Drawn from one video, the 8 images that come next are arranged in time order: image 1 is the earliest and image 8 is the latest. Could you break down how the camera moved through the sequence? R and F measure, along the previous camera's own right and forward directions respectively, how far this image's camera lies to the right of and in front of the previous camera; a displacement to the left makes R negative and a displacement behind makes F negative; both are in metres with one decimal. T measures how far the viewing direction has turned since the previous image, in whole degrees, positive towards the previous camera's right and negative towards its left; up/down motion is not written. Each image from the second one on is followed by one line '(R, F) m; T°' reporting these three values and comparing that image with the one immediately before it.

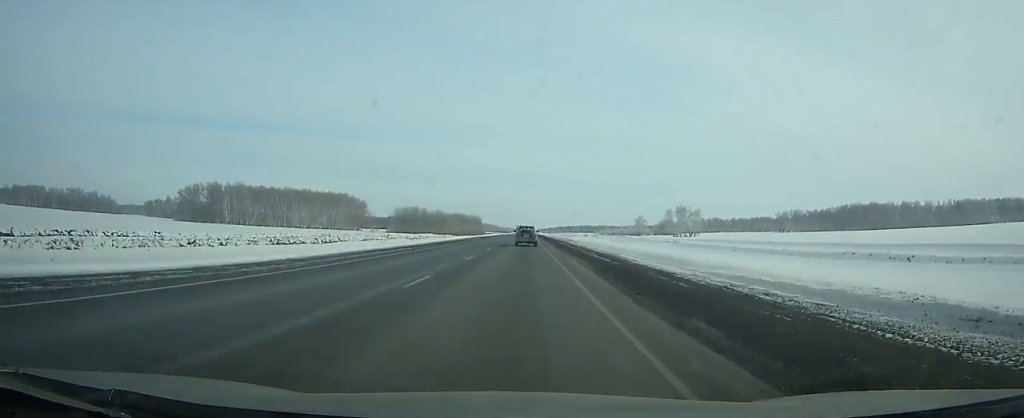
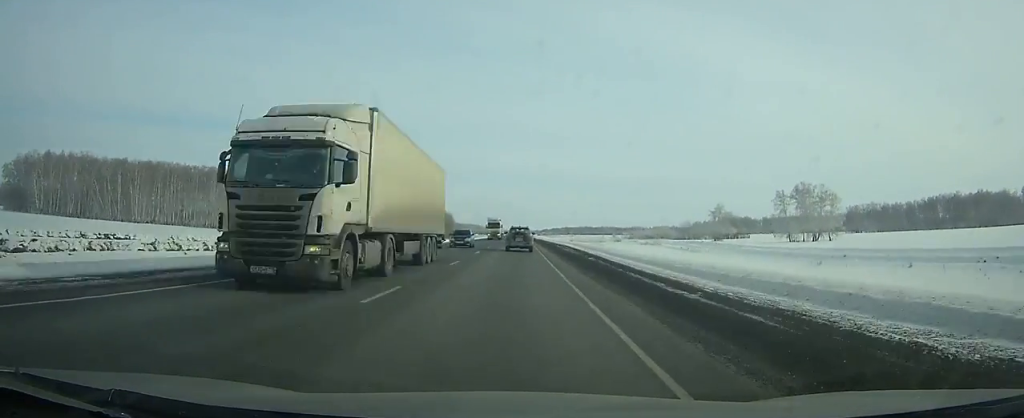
(+0.3, +131.9) m; 0°
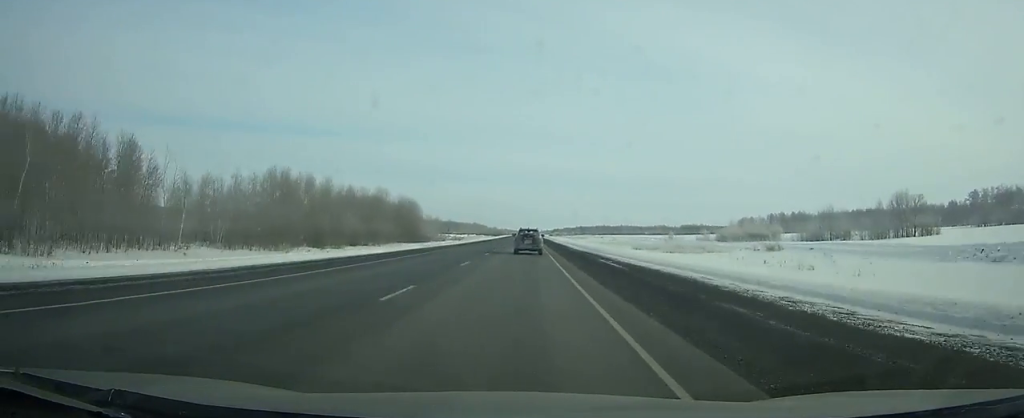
(-0.4, +123.0) m; 0°
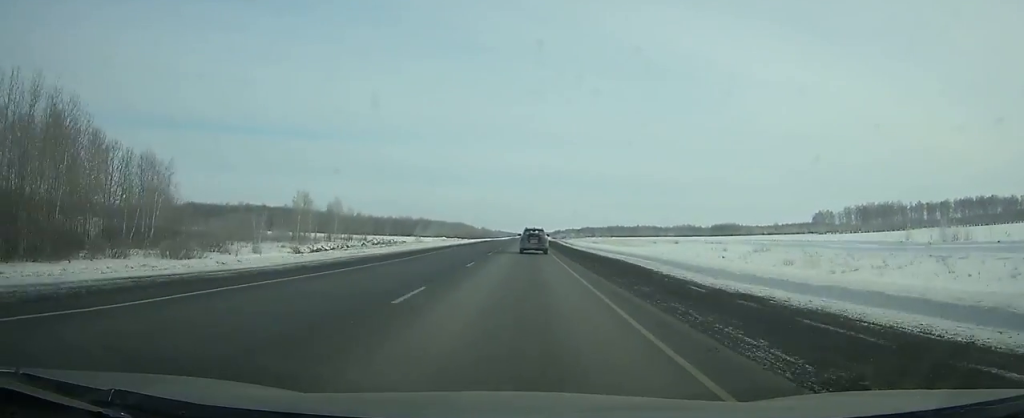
(+0.1, +161.9) m; 0°
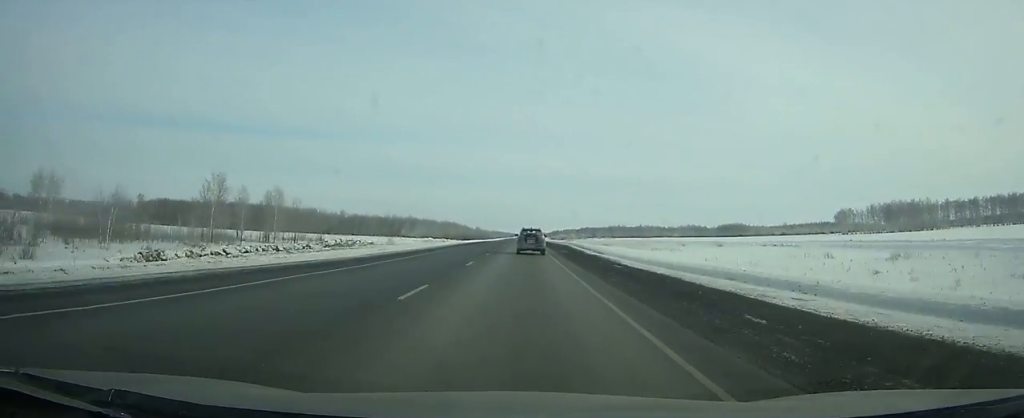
(0.0, +35.3) m; 0°
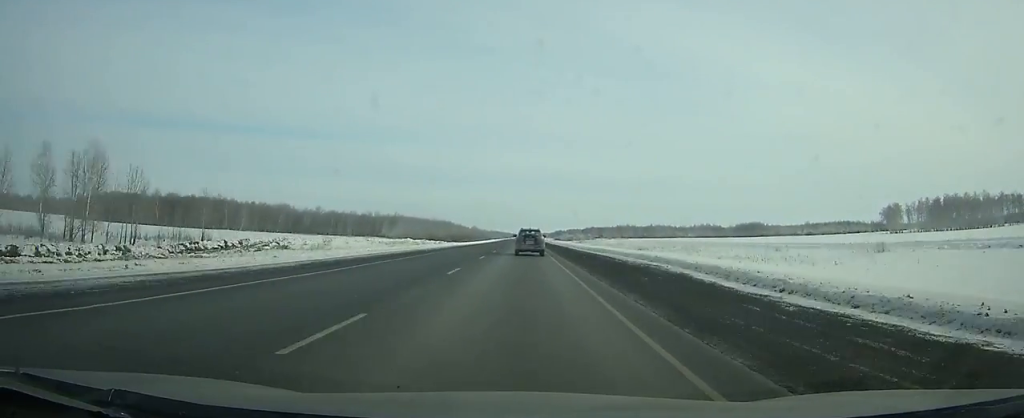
(0.0, +50.7) m; 0°
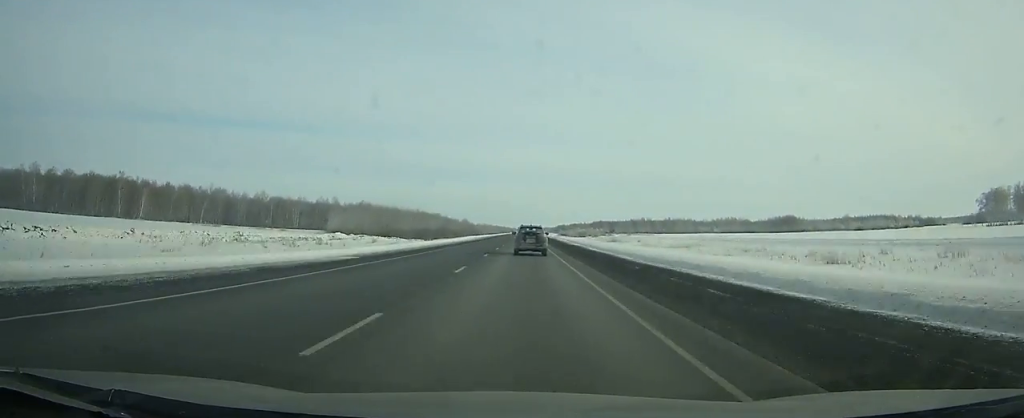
(-0.2, +79.5) m; 0°
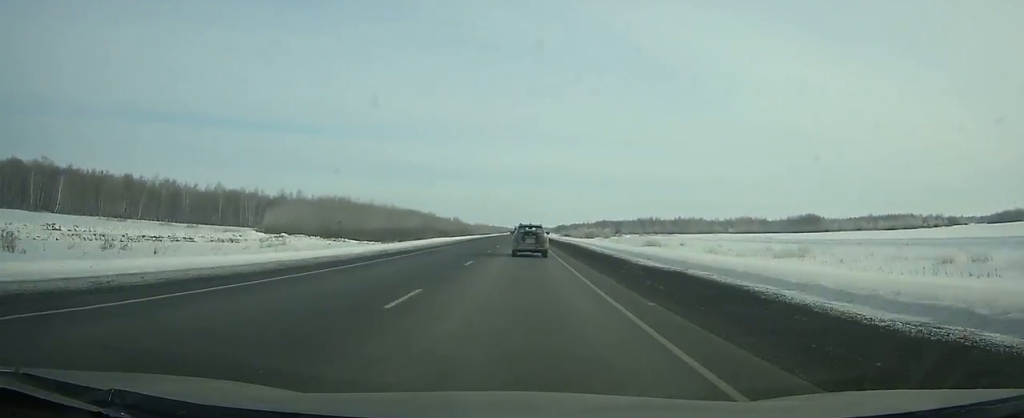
(0.0, +43.9) m; 0°
